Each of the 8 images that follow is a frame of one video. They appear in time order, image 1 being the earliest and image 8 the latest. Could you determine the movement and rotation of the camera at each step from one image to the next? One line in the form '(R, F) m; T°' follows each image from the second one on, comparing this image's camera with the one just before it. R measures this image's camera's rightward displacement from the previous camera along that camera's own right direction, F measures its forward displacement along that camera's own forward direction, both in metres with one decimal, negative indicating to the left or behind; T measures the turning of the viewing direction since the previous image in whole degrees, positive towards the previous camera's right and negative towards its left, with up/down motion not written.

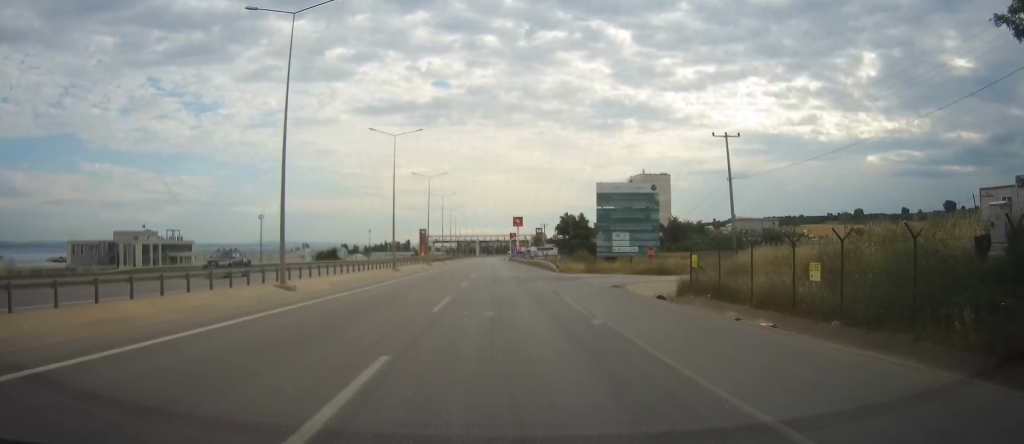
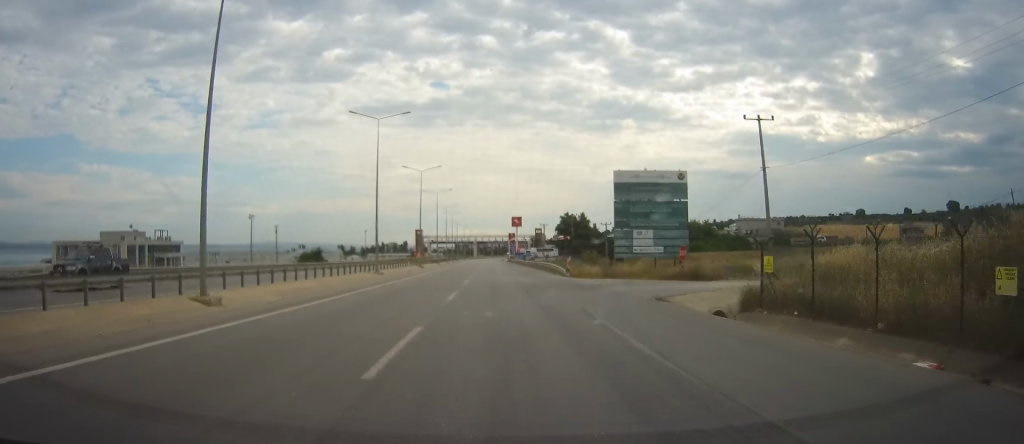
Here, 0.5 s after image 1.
(+0.2, +8.6) m; 0°
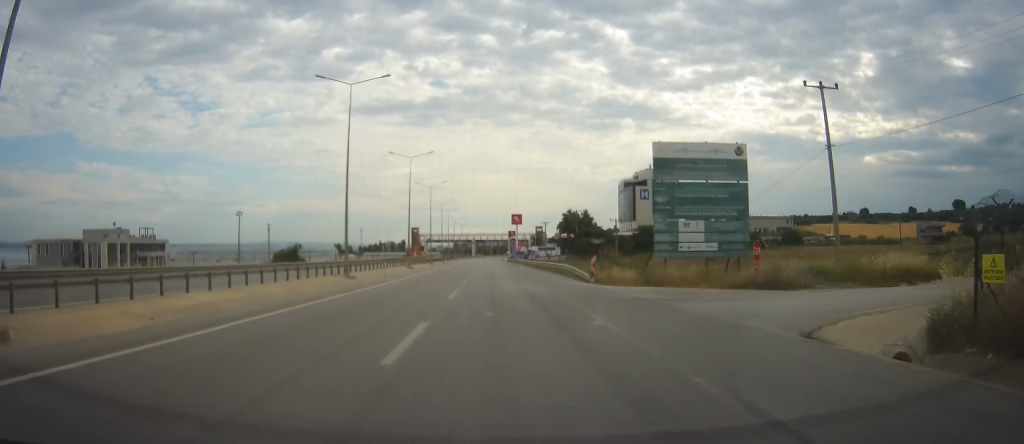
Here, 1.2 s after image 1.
(-0.2, +11.5) m; 0°
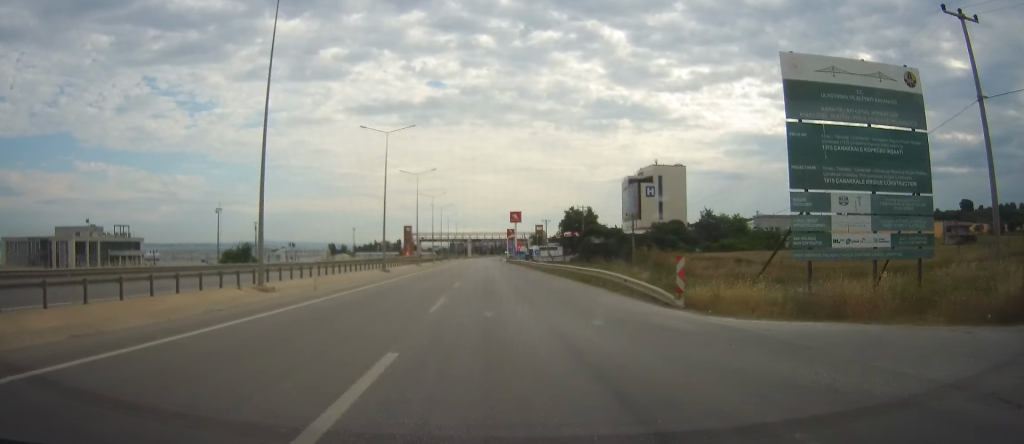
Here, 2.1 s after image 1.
(+0.1, +17.1) m; +1°
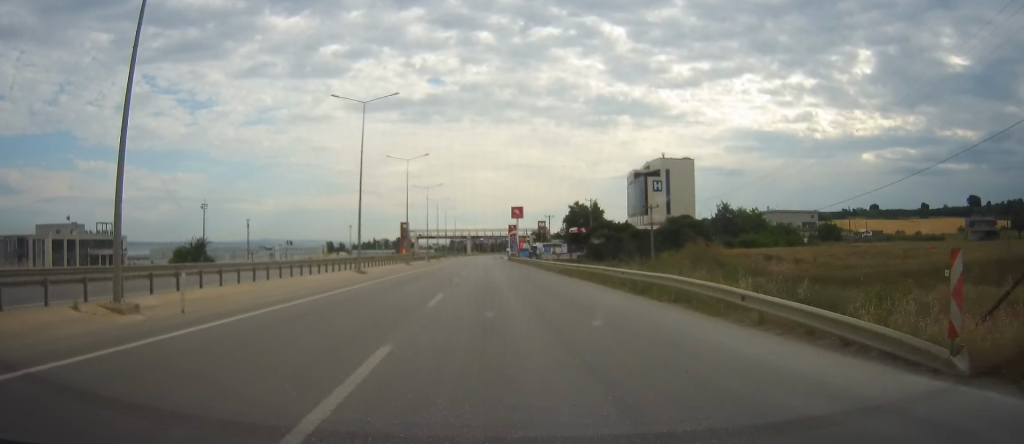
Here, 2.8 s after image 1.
(+0.1, +11.8) m; +1°
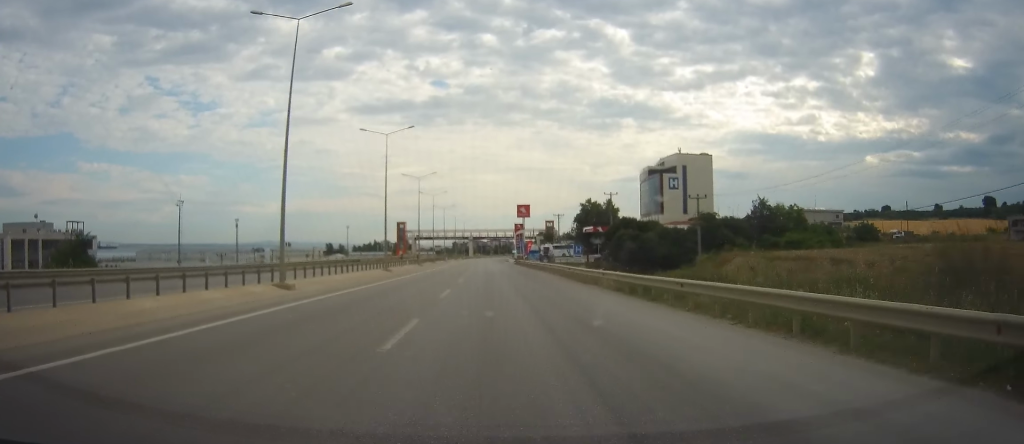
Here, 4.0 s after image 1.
(+0.2, +20.5) m; 0°
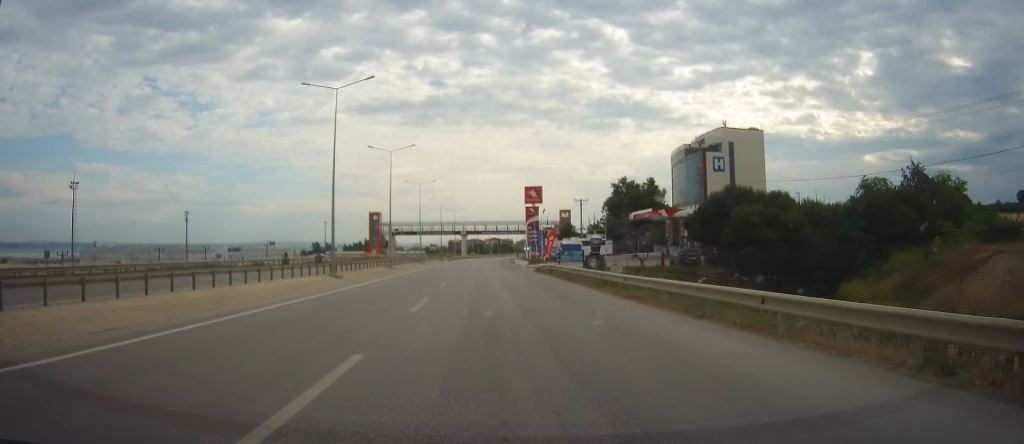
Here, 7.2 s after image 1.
(-0.2, +54.3) m; 0°
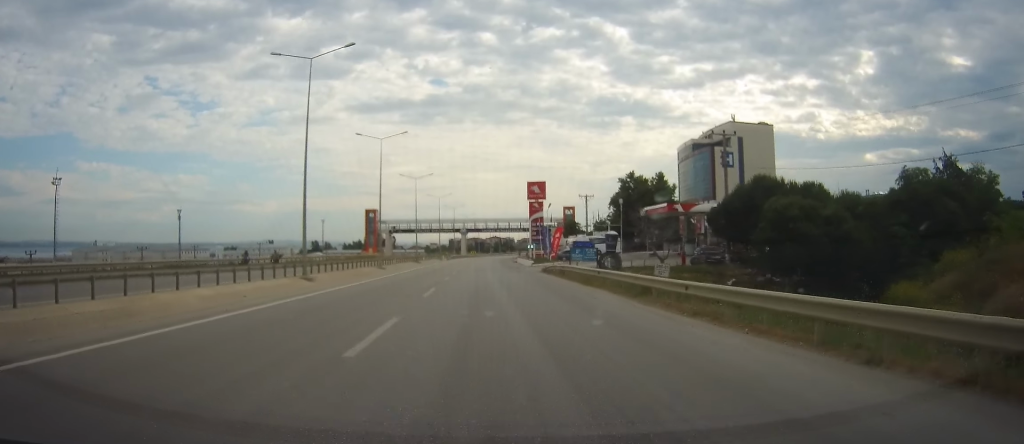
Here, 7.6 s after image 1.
(0.0, +7.8) m; 0°
